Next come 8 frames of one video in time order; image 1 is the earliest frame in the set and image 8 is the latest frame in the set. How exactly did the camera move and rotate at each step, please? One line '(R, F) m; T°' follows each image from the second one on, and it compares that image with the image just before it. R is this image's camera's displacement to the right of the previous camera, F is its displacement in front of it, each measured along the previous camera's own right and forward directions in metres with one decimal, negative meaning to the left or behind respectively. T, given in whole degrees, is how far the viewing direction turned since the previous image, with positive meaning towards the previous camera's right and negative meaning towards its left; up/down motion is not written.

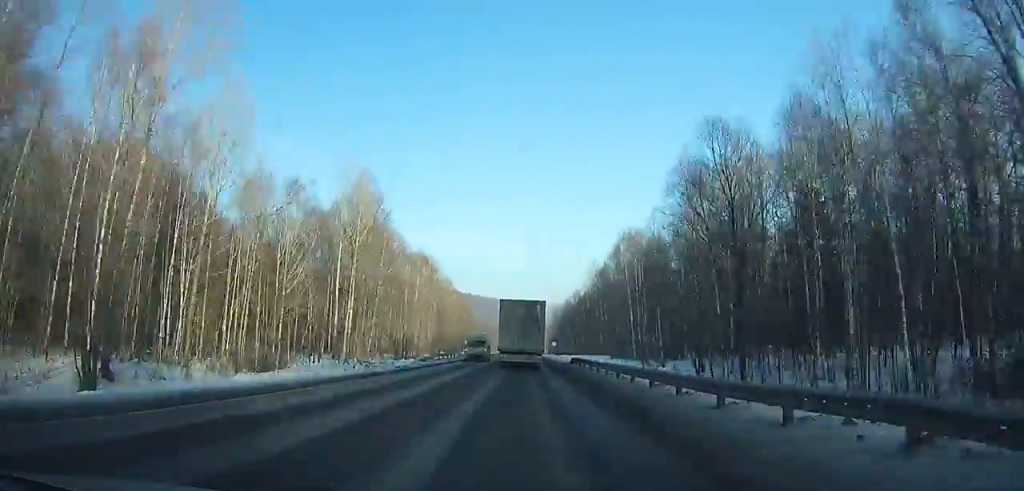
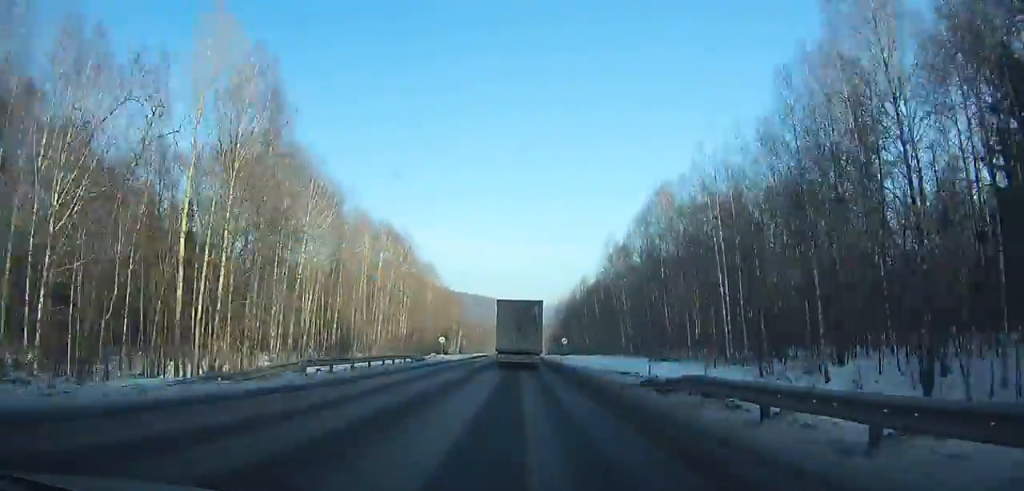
(0.0, +29.5) m; 0°
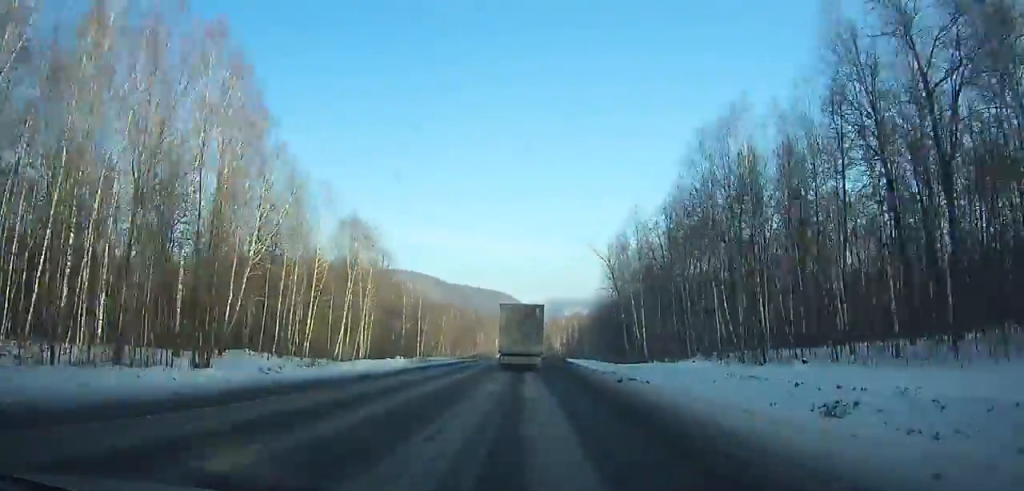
(-0.5, +106.2) m; +3°
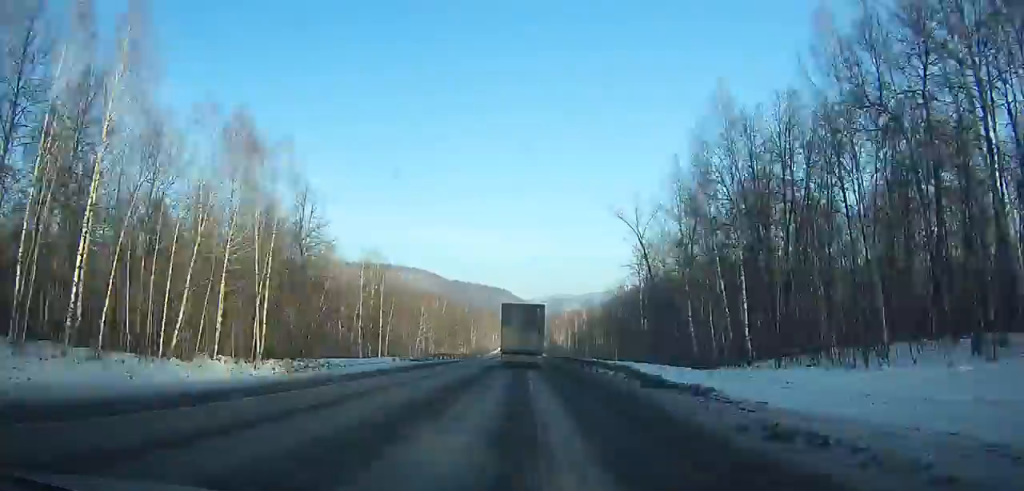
(+0.6, +30.7) m; 0°
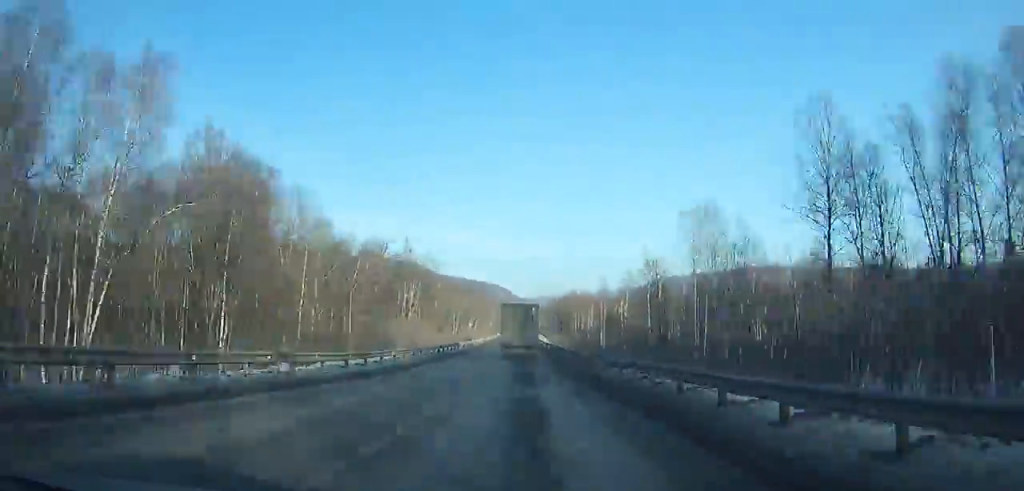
(-8.5, +127.7) m; -7°
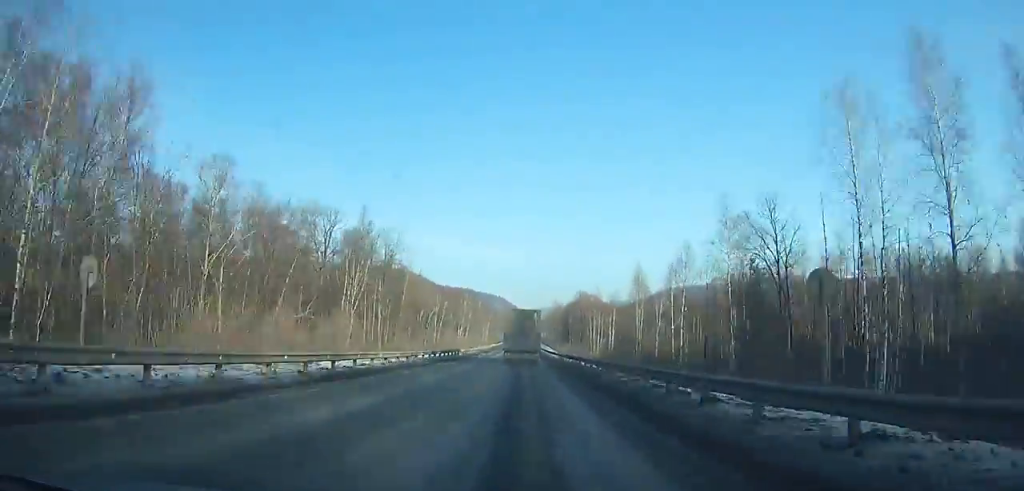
(+2.3, +34.8) m; +2°
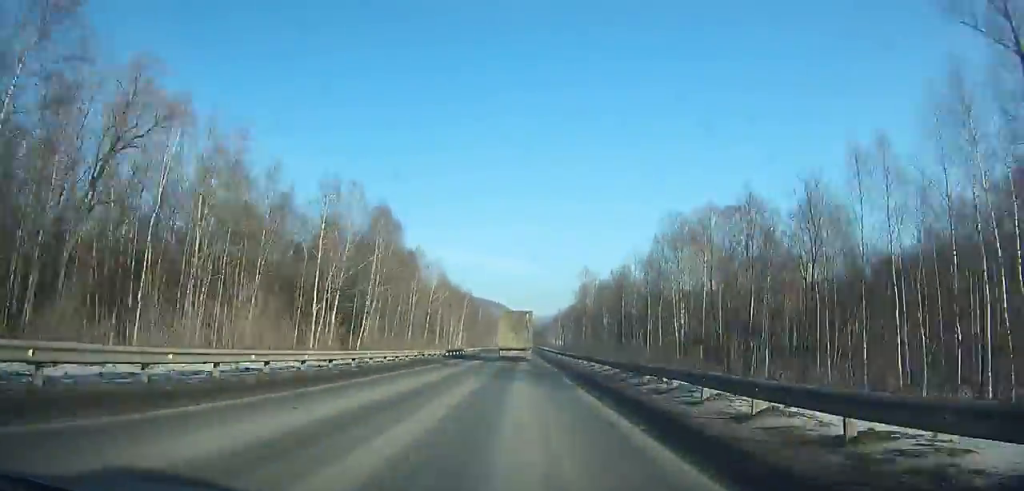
(+4.2, +114.1) m; +2°
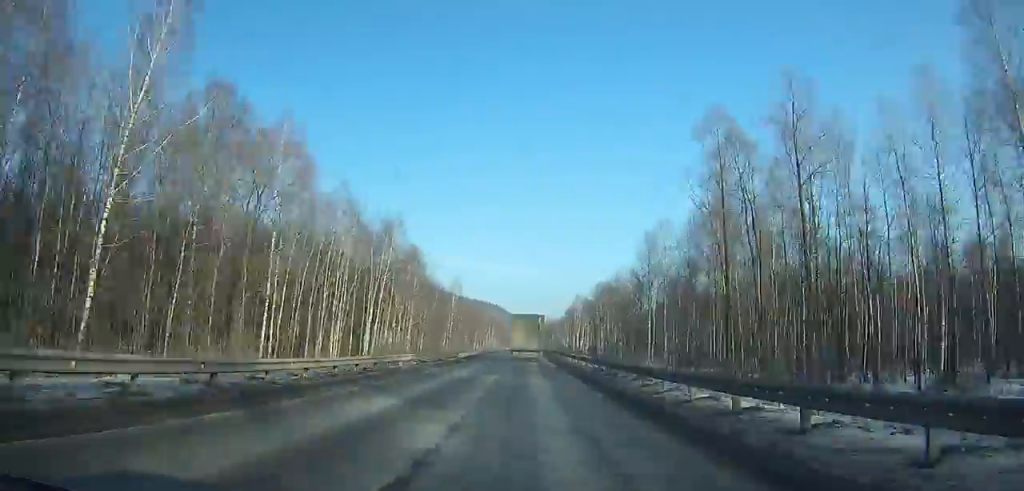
(0.0, +88.4) m; 0°
